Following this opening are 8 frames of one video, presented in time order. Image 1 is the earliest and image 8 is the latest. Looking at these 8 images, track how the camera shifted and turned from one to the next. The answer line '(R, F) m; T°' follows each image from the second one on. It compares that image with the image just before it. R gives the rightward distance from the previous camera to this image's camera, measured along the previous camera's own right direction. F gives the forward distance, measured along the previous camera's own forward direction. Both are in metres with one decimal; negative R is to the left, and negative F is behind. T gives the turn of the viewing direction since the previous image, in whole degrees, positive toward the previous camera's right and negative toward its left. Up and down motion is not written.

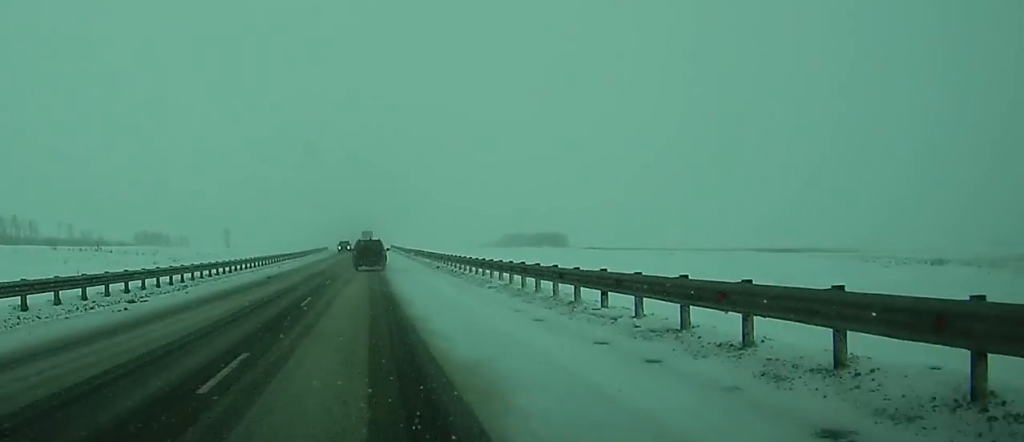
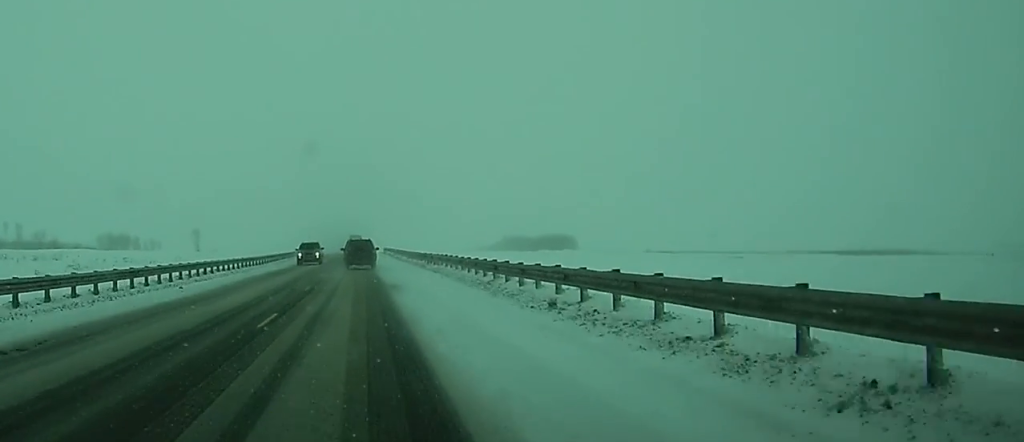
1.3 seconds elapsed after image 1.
(+0.1, +29.3) m; +1°
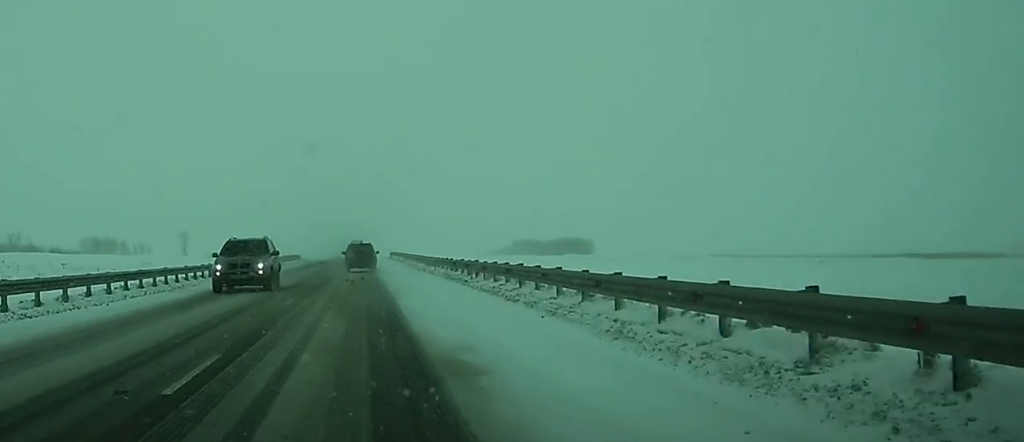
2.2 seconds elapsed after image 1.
(+0.1, +18.4) m; +1°
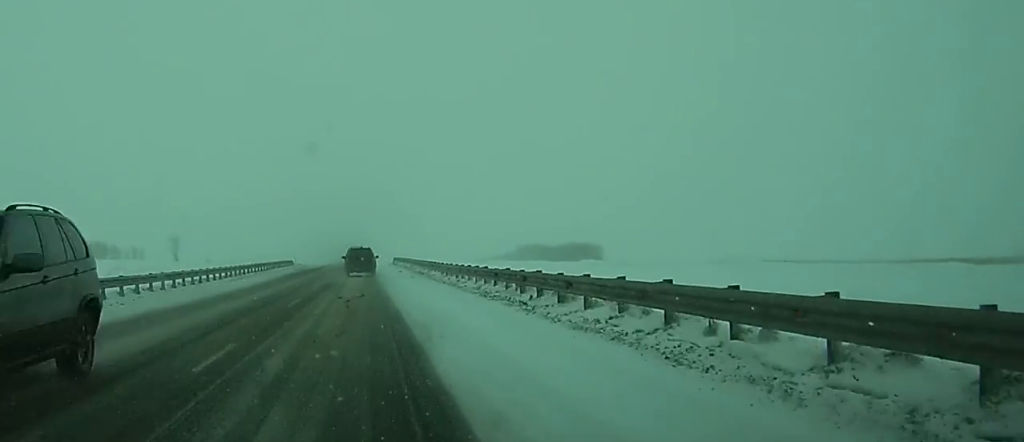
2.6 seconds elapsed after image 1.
(0.0, +10.3) m; 0°
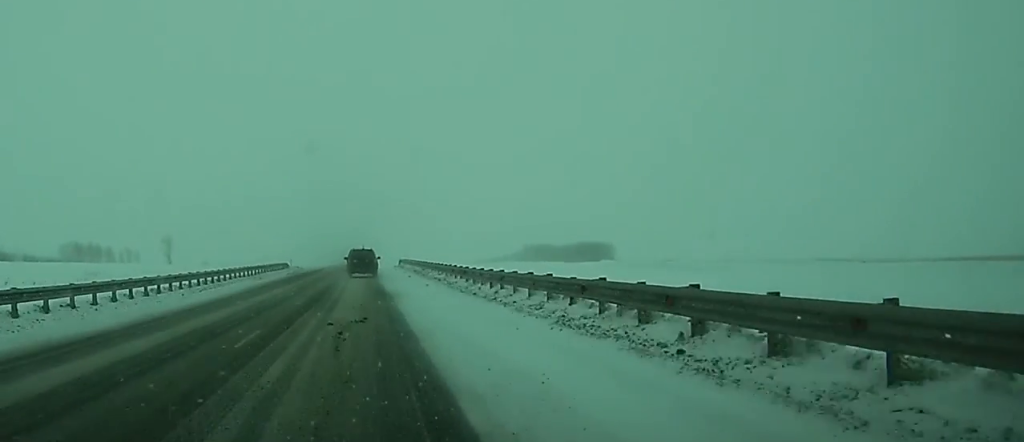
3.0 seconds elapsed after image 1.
(0.0, +8.8) m; 0°
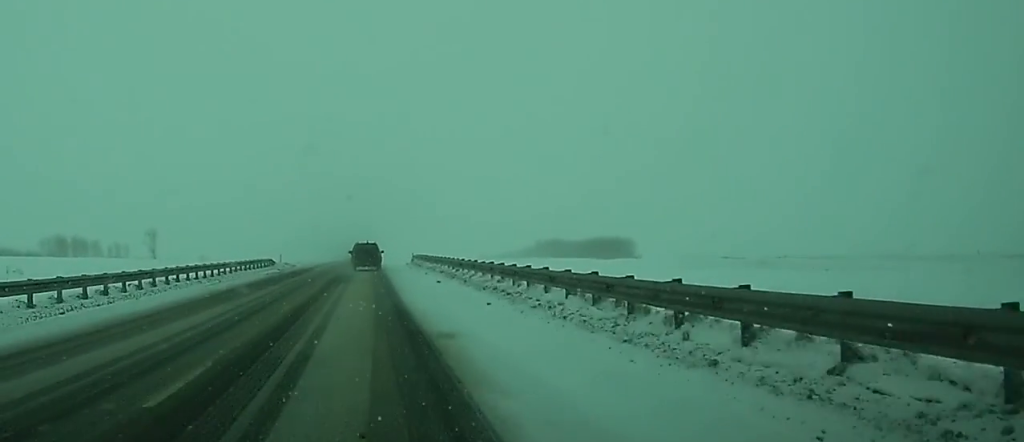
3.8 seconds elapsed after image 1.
(0.0, +17.1) m; 0°
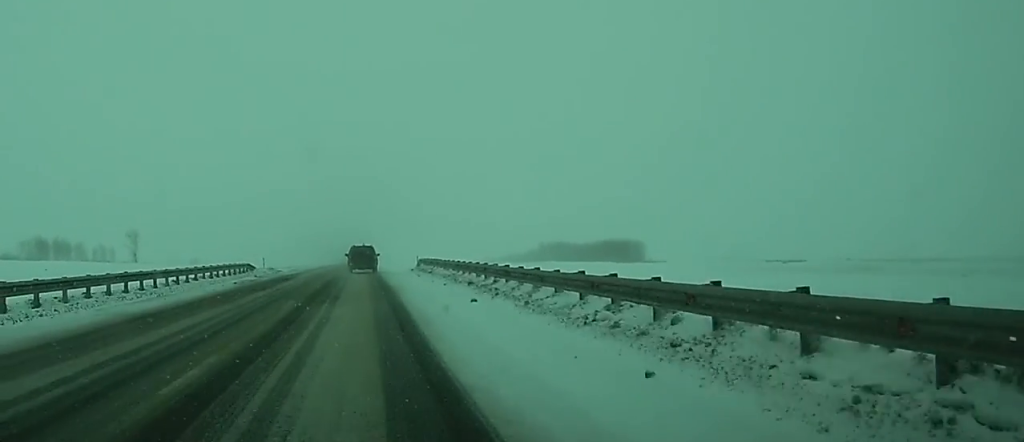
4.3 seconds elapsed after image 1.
(0.0, +11.1) m; 0°
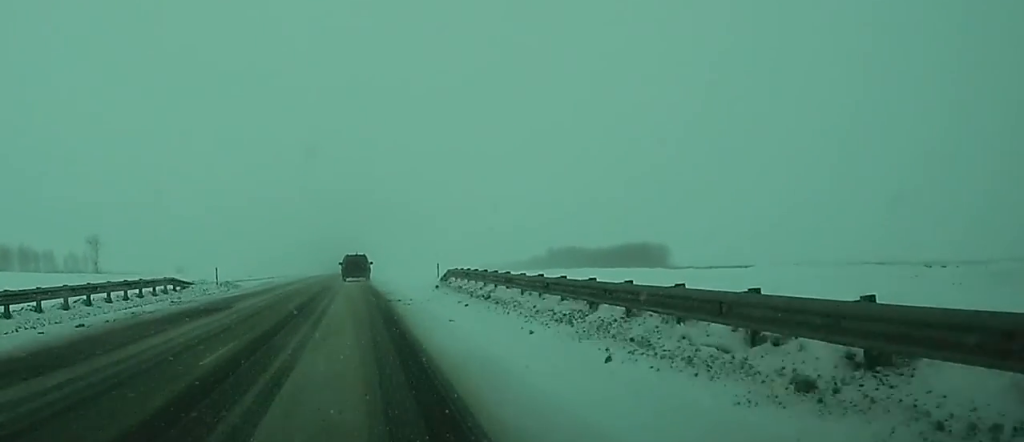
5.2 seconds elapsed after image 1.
(0.0, +21.0) m; 0°
